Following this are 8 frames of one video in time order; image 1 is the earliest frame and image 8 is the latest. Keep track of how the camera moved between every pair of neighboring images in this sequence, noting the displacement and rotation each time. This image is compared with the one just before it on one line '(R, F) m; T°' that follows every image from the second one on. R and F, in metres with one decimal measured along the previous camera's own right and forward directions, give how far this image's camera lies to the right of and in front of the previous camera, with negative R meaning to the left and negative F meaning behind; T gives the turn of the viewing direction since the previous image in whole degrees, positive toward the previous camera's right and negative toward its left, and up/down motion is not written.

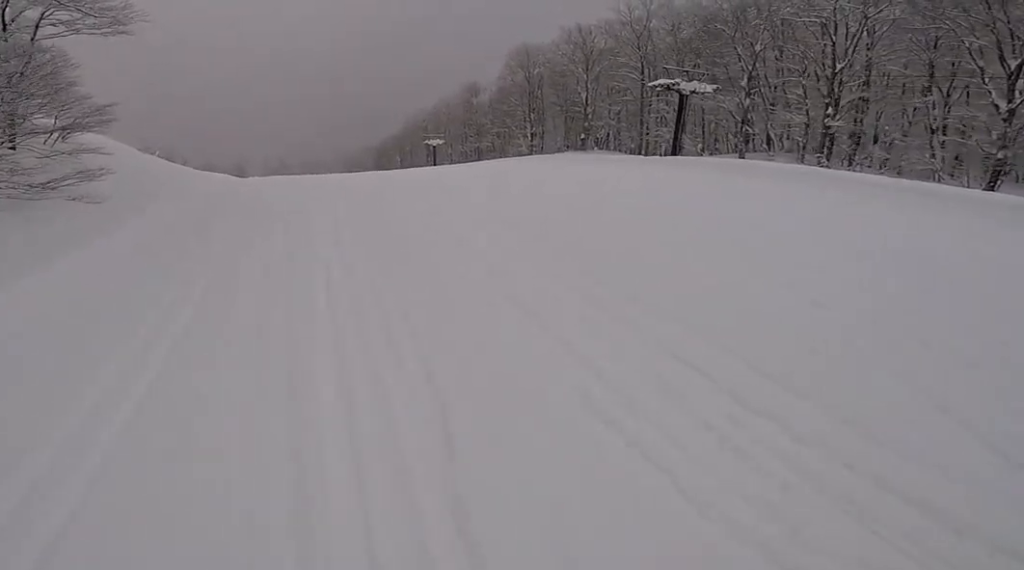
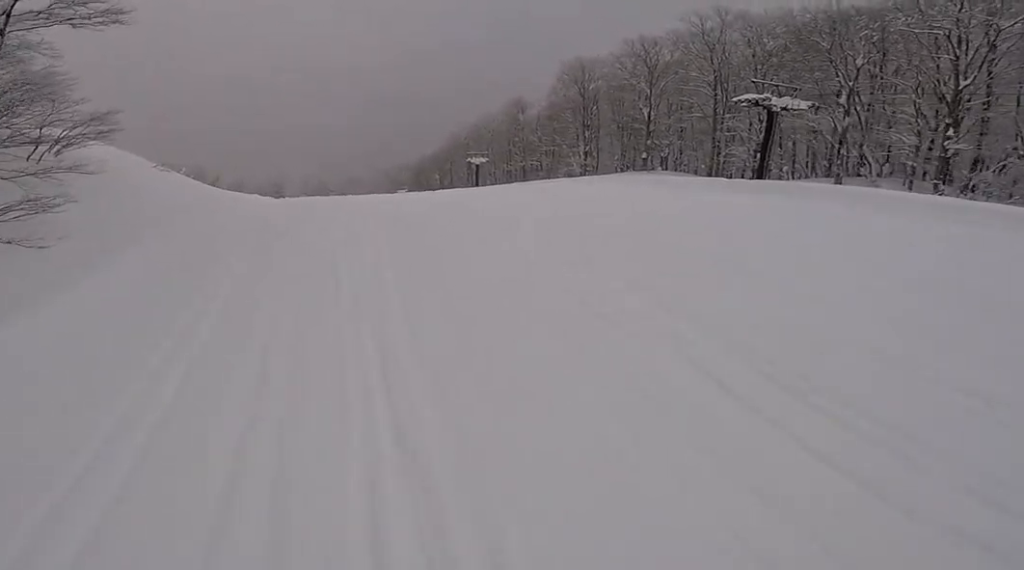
(-0.4, +3.8) m; 0°
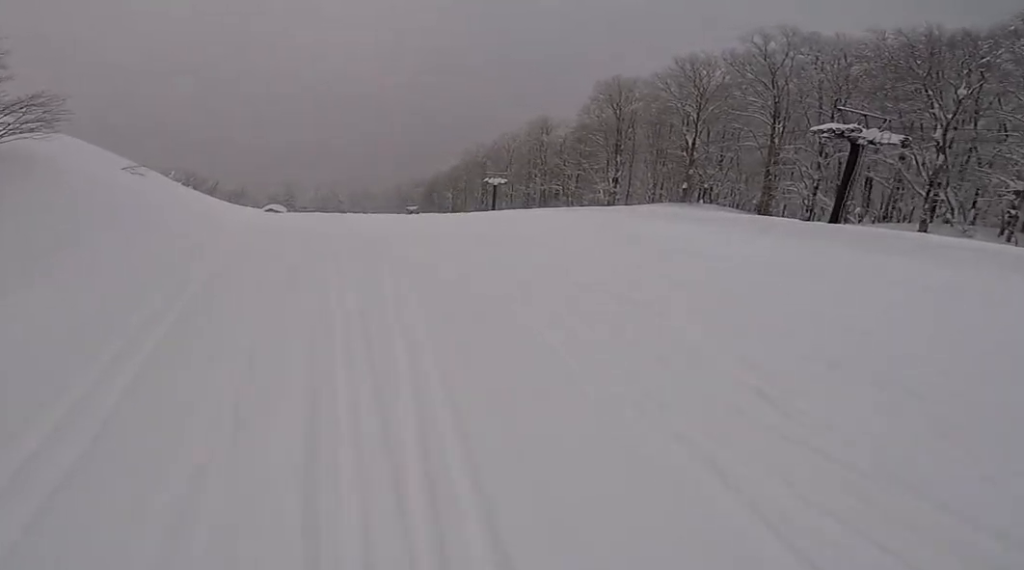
(+0.2, +4.5) m; +4°
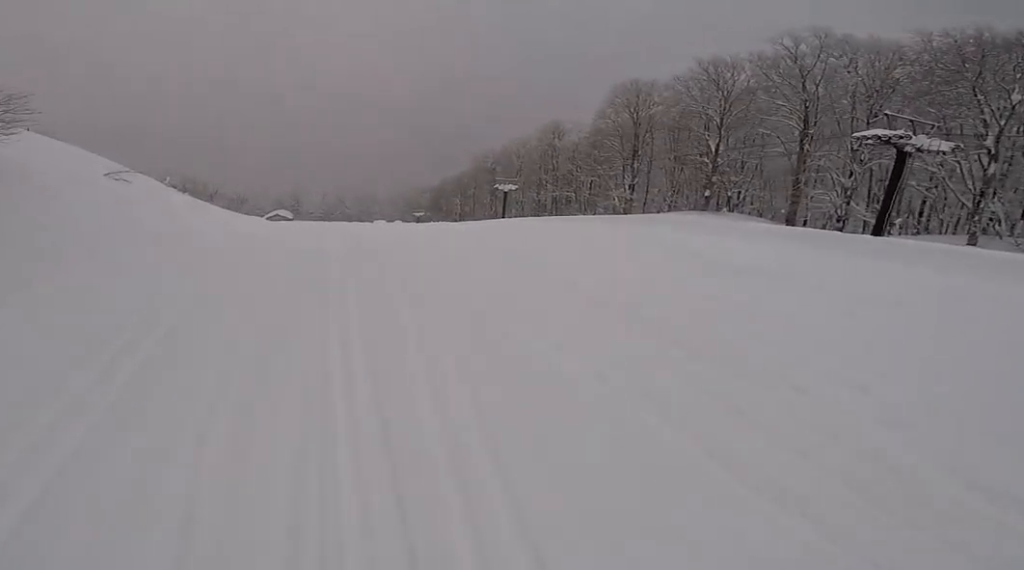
(+0.1, +2.0) m; +2°
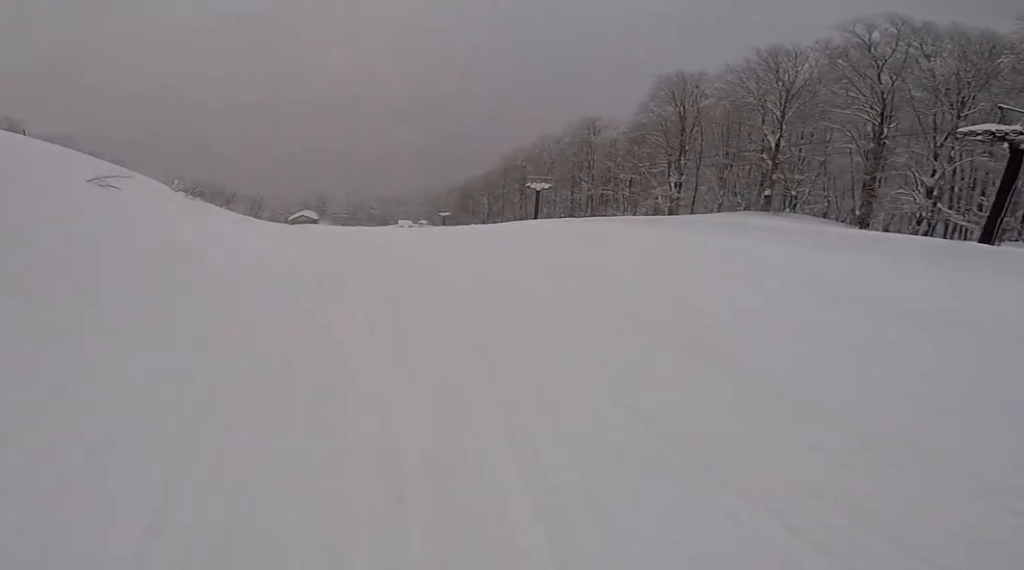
(0.0, +3.0) m; -12°
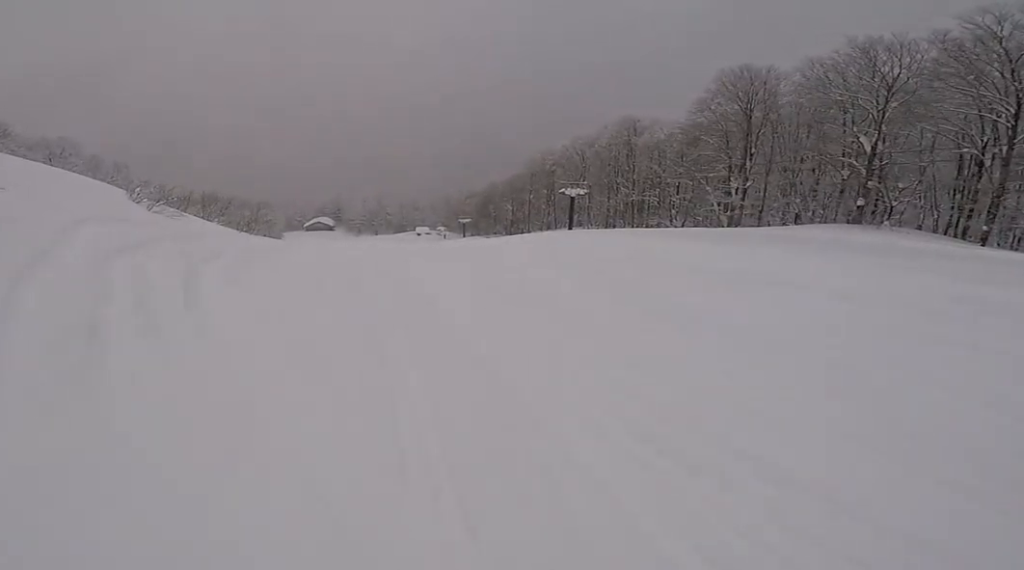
(-1.4, +6.6) m; -6°
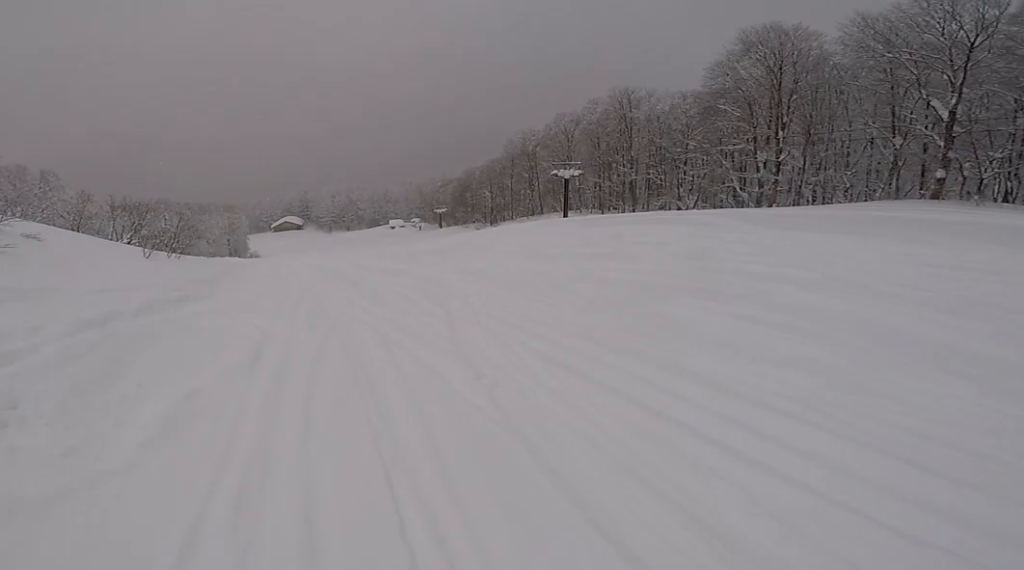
(-0.1, +8.5) m; -1°
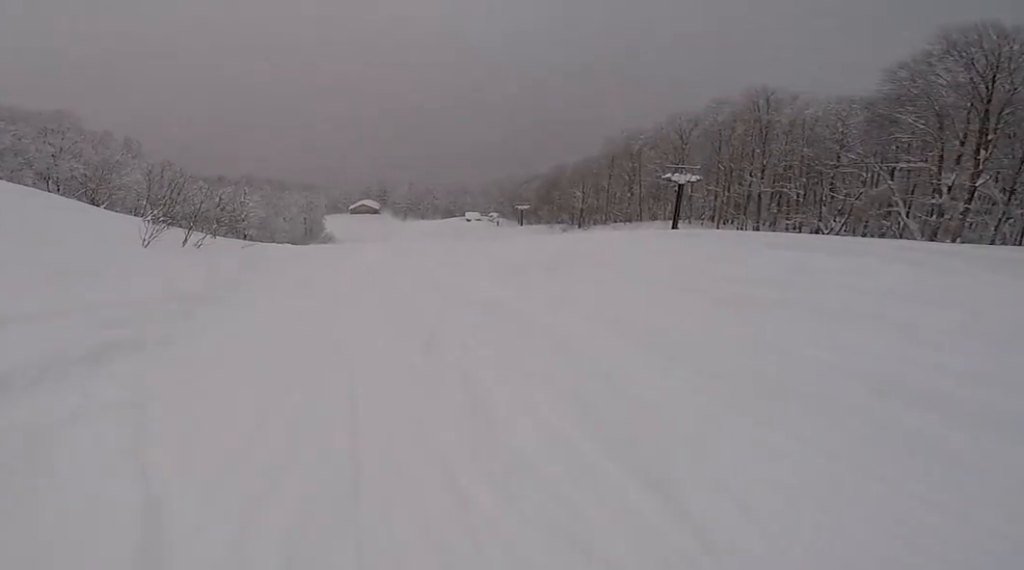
(+1.2, +5.1) m; -1°
